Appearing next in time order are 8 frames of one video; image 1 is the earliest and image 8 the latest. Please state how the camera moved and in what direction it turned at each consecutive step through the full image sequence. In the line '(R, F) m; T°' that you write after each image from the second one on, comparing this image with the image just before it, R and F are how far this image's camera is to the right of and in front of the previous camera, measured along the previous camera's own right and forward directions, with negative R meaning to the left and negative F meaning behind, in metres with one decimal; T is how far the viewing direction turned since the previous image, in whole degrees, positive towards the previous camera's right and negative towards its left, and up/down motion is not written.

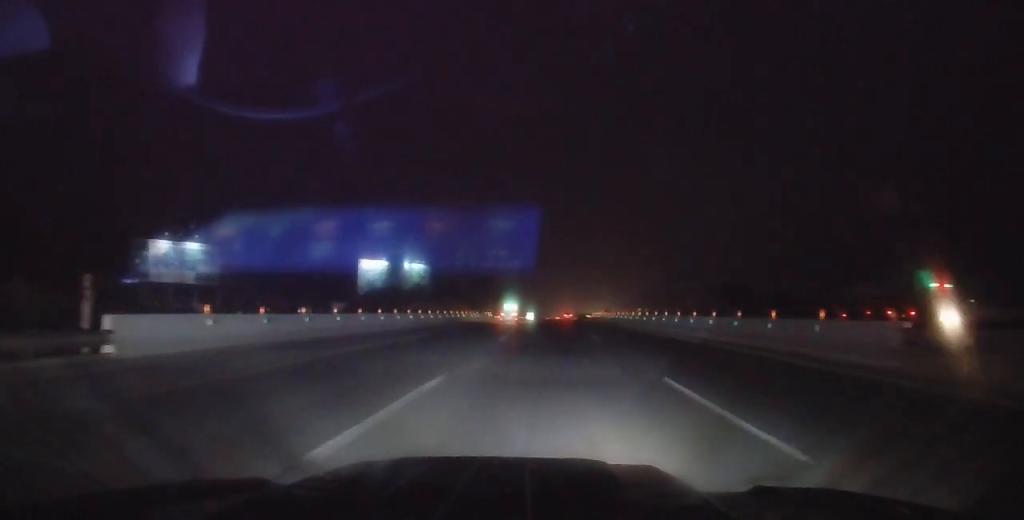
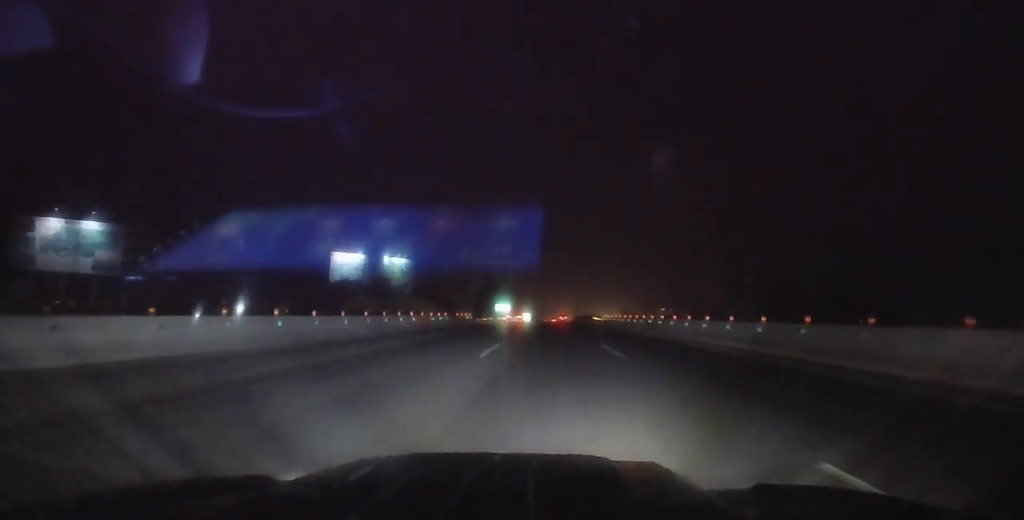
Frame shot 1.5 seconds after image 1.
(-0.6, +24.1) m; -1°
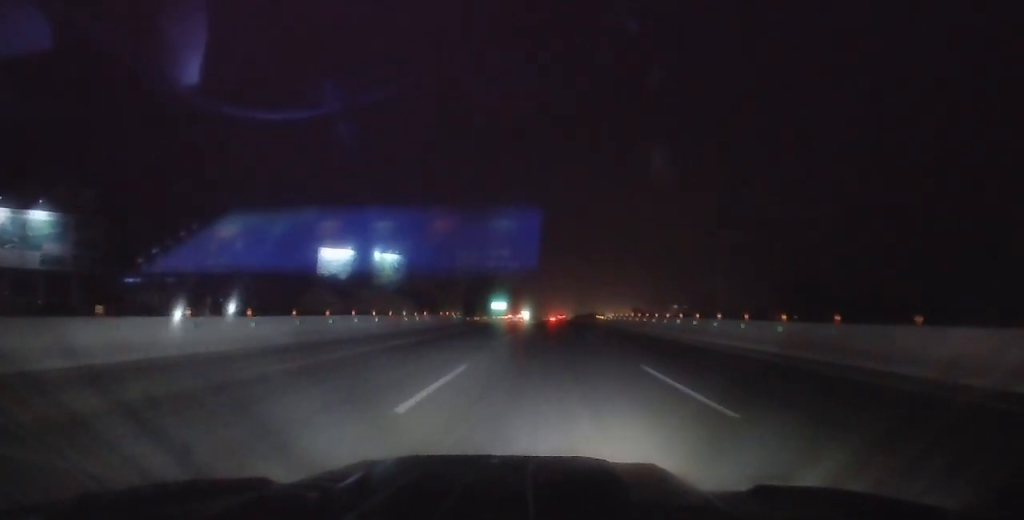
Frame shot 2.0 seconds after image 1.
(+0.1, +9.2) m; +1°
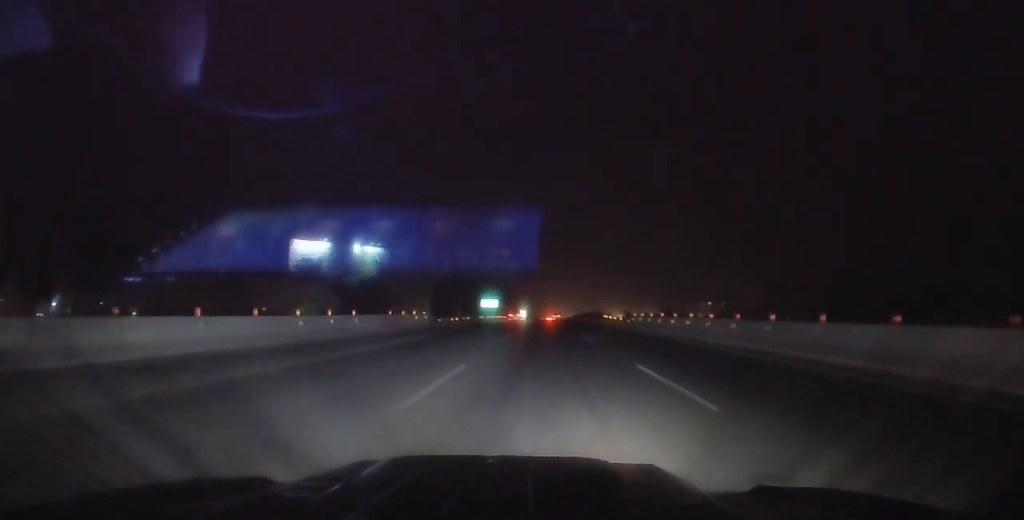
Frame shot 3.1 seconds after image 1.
(+0.4, +17.5) m; +1°
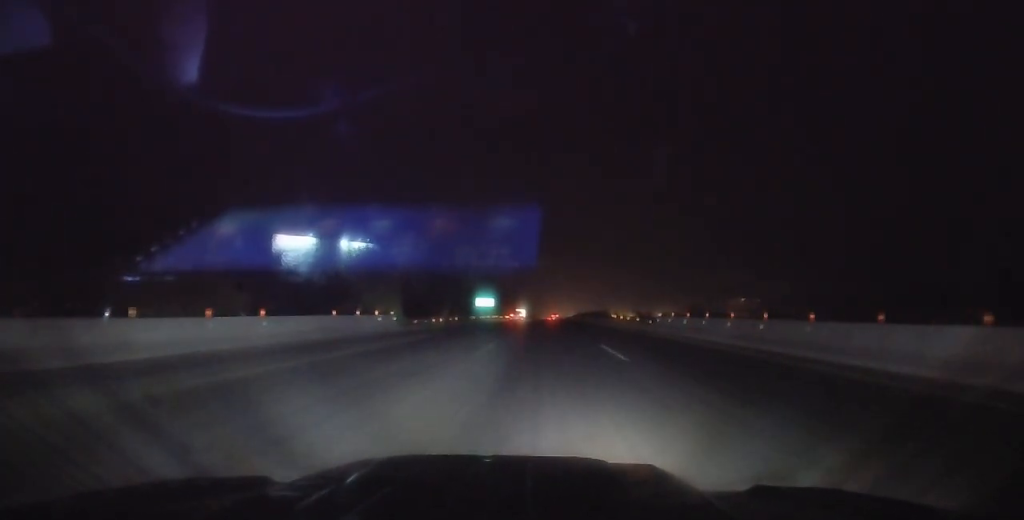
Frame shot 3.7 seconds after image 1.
(0.0, +10.3) m; 0°
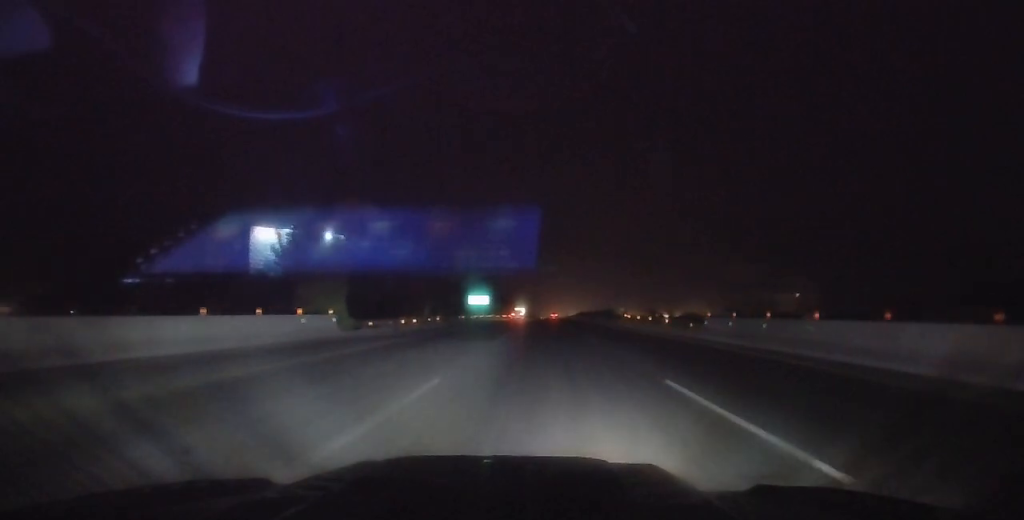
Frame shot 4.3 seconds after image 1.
(-0.2, +11.2) m; 0°
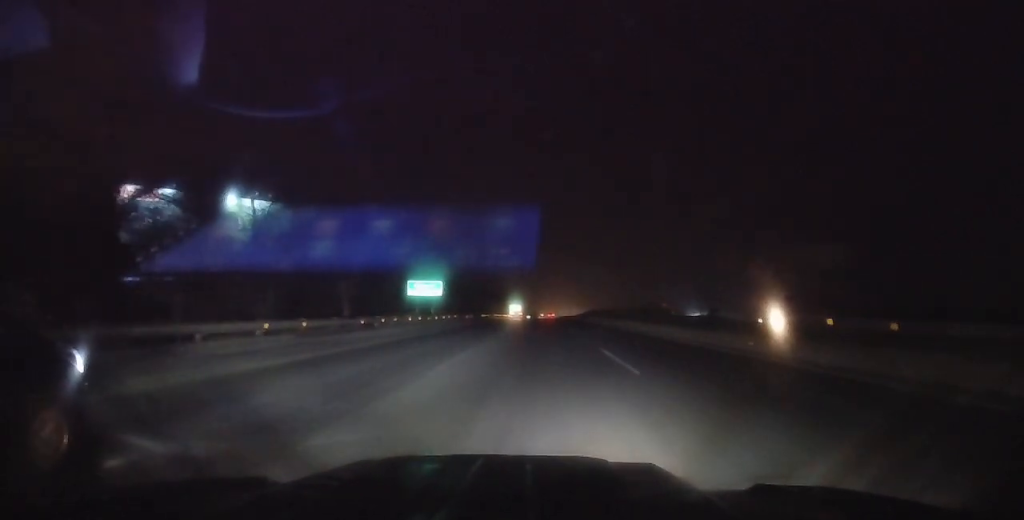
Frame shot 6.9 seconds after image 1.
(-0.3, +46.5) m; -1°
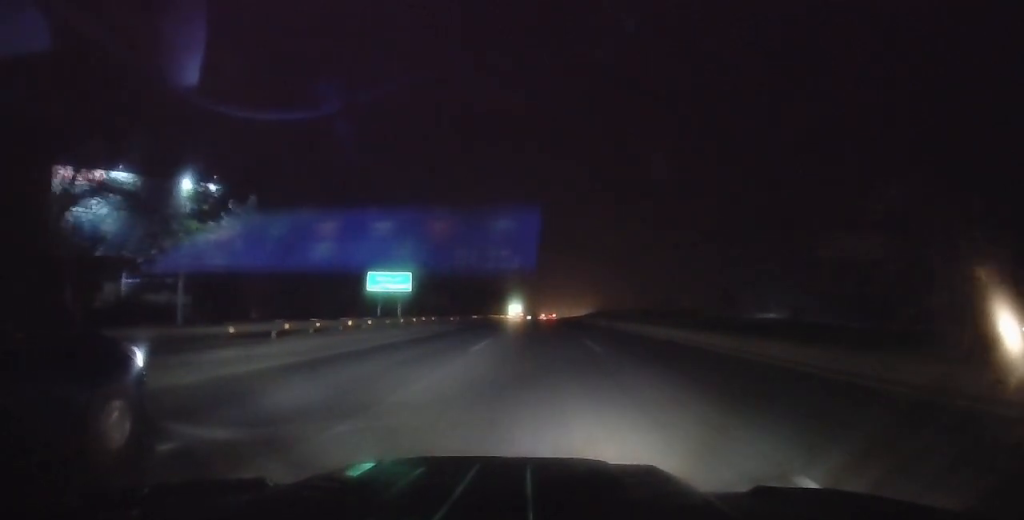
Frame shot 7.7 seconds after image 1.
(+0.1, +13.9) m; +1°
